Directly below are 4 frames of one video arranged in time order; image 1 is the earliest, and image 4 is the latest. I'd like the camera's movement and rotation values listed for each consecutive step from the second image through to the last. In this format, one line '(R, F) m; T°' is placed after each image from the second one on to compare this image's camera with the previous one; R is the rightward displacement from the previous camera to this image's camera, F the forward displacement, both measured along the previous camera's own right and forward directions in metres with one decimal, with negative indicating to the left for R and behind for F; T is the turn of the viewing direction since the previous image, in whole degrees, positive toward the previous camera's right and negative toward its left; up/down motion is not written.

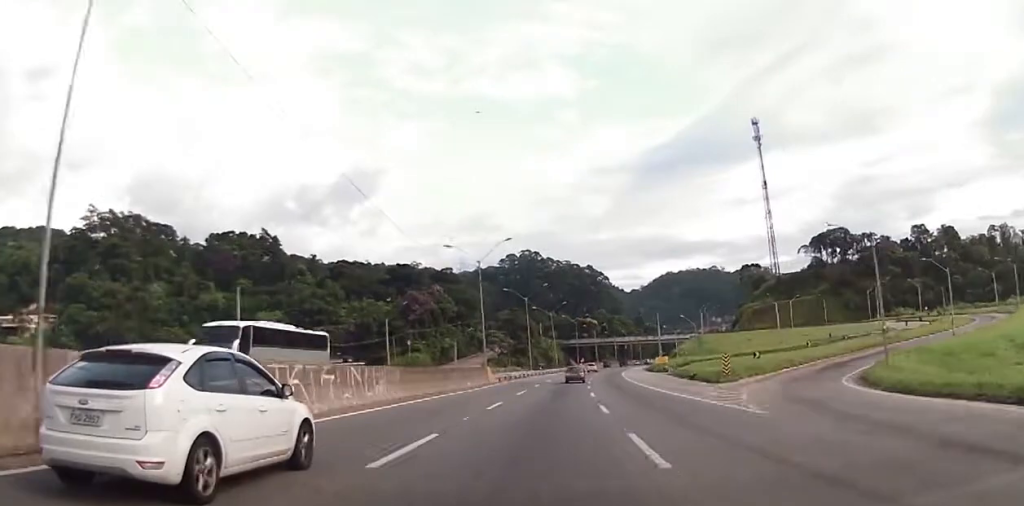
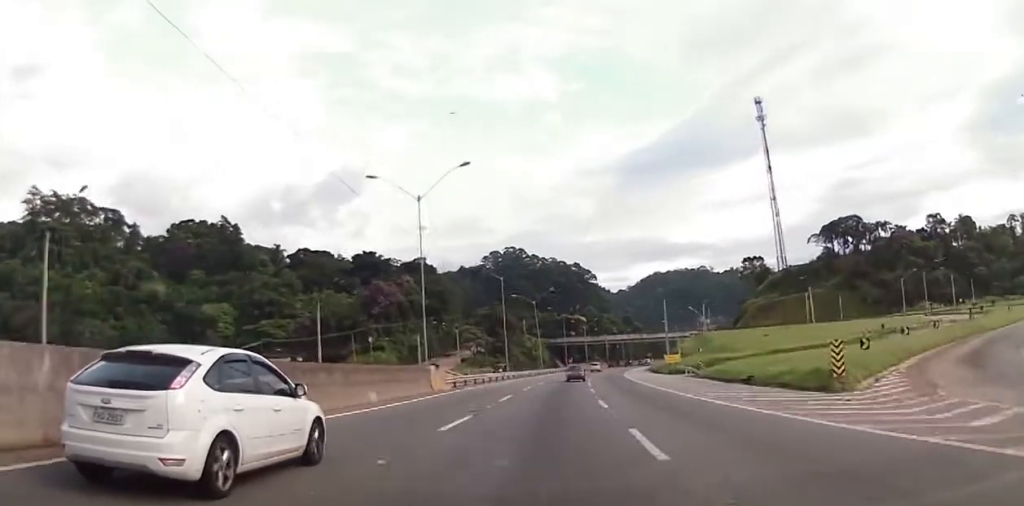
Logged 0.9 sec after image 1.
(+0.4, +22.4) m; +1°
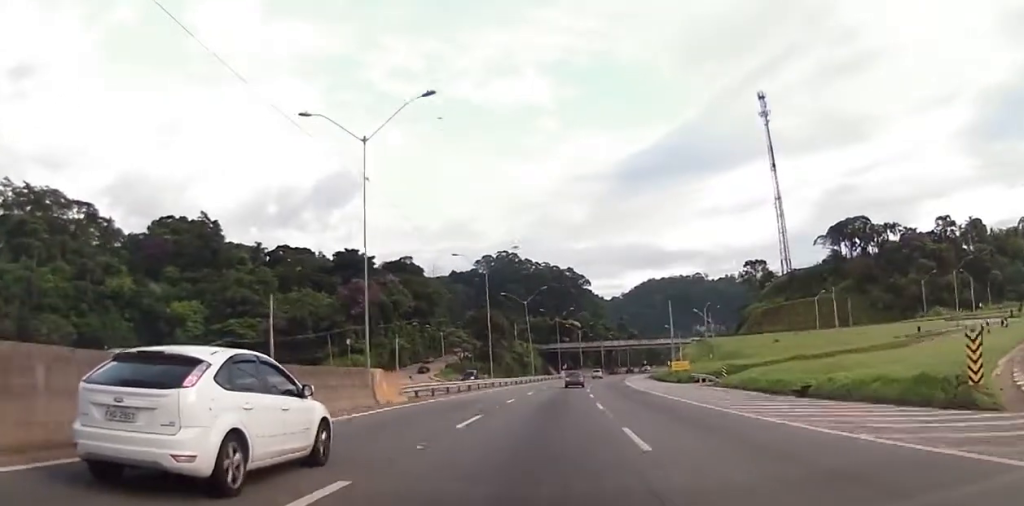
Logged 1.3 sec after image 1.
(+0.1, +10.7) m; +1°
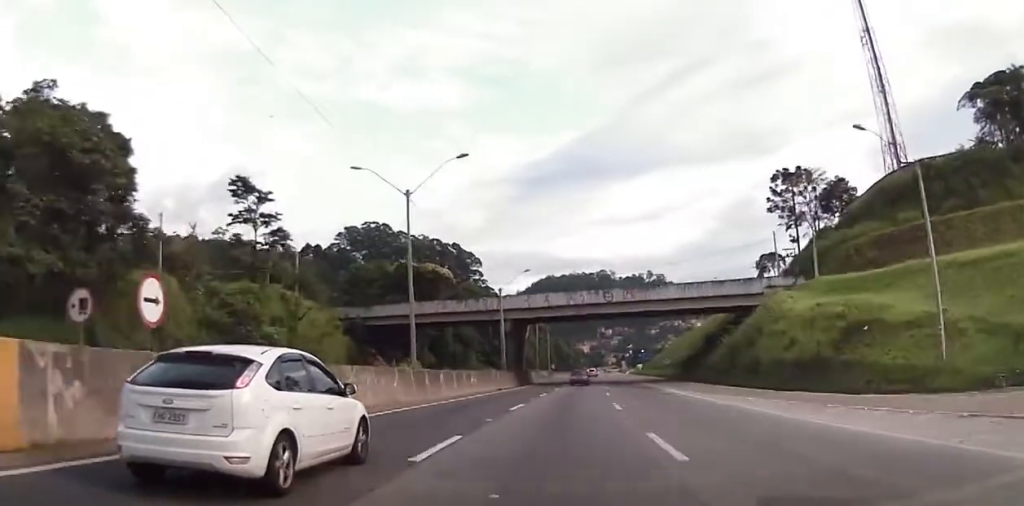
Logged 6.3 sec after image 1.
(+8.2, +121.4) m; +7°
